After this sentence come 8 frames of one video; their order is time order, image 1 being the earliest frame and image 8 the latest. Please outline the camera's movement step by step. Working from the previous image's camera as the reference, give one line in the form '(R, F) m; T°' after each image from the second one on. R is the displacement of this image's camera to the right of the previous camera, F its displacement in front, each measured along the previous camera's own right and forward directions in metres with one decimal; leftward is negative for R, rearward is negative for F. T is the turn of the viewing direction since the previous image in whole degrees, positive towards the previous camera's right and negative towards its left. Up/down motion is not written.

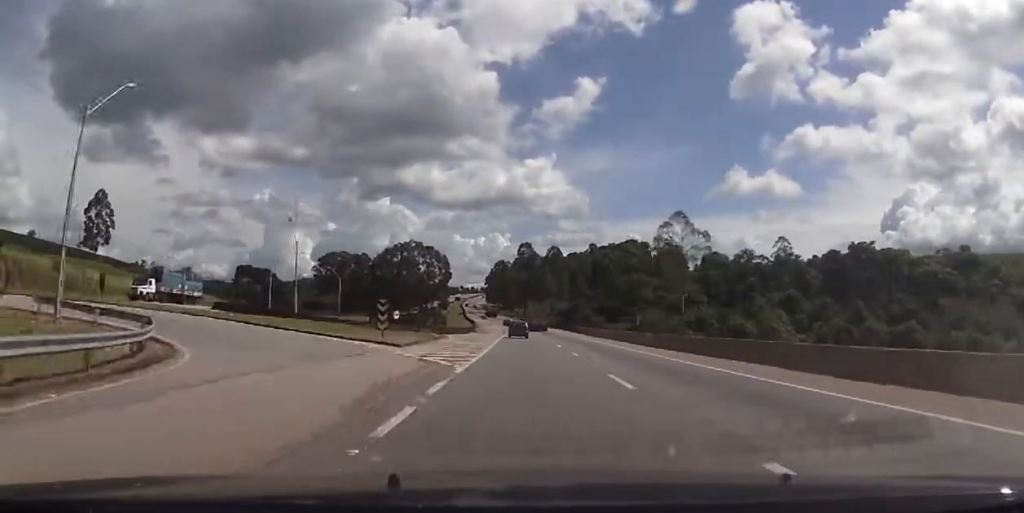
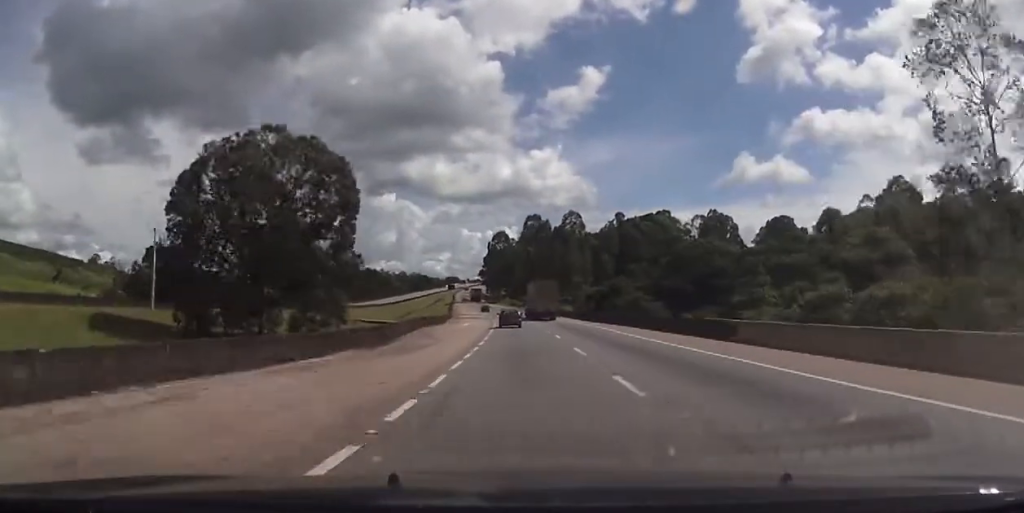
(-1.5, +72.5) m; -2°
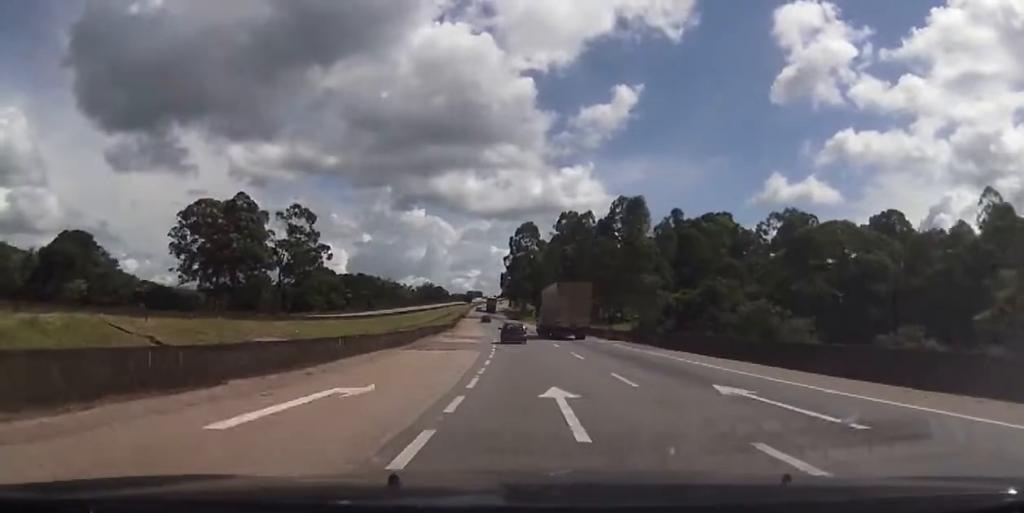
(-0.6, +53.7) m; -1°
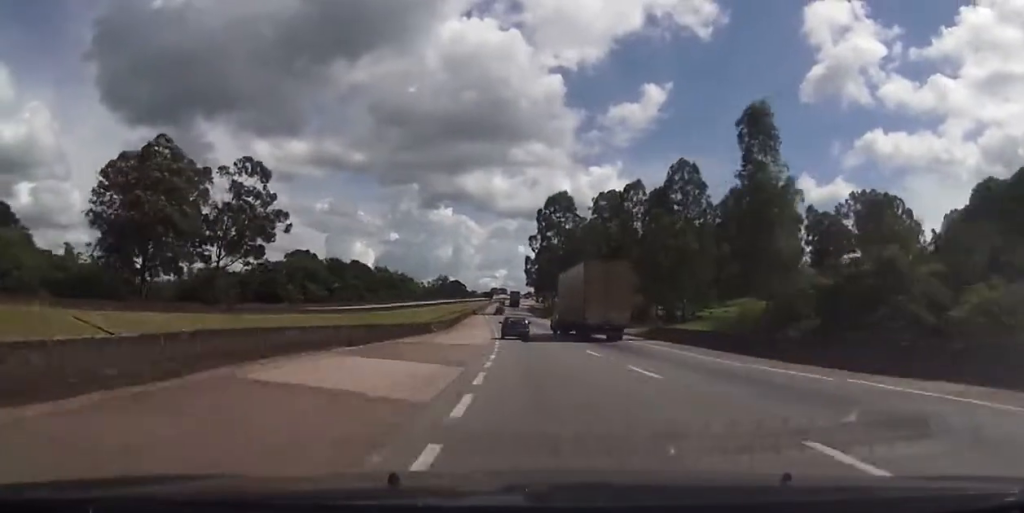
(-0.4, +36.4) m; -2°
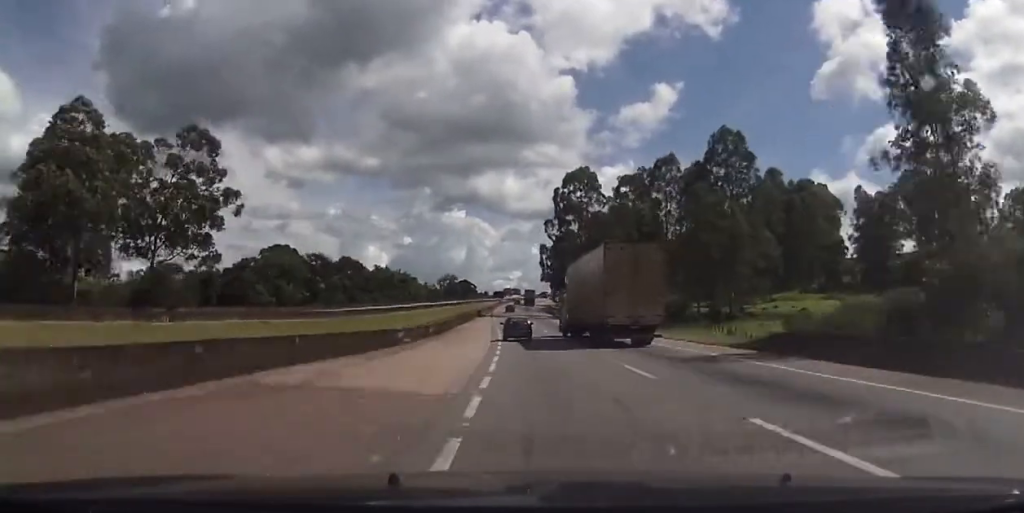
(-0.2, +20.7) m; -1°
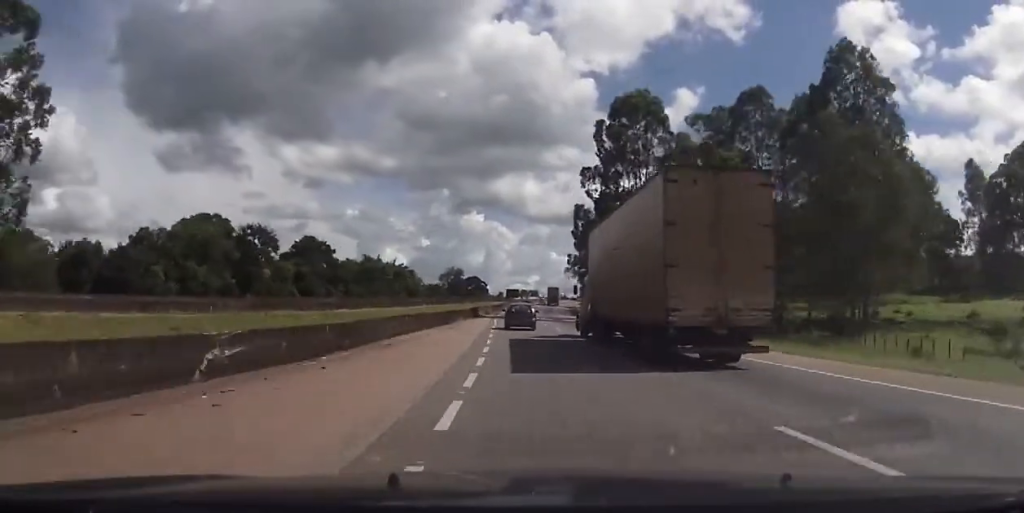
(-0.5, +36.9) m; -2°
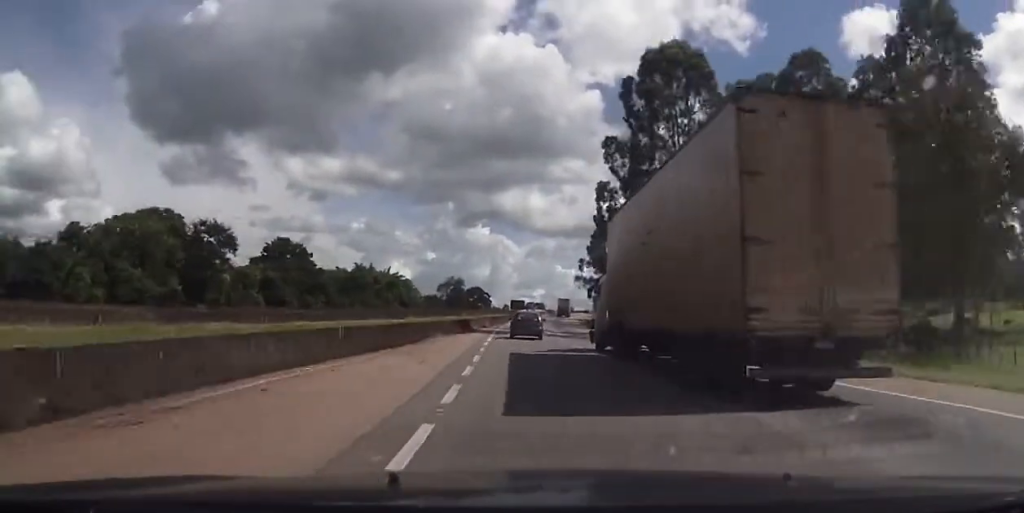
(-0.2, +14.9) m; 0°
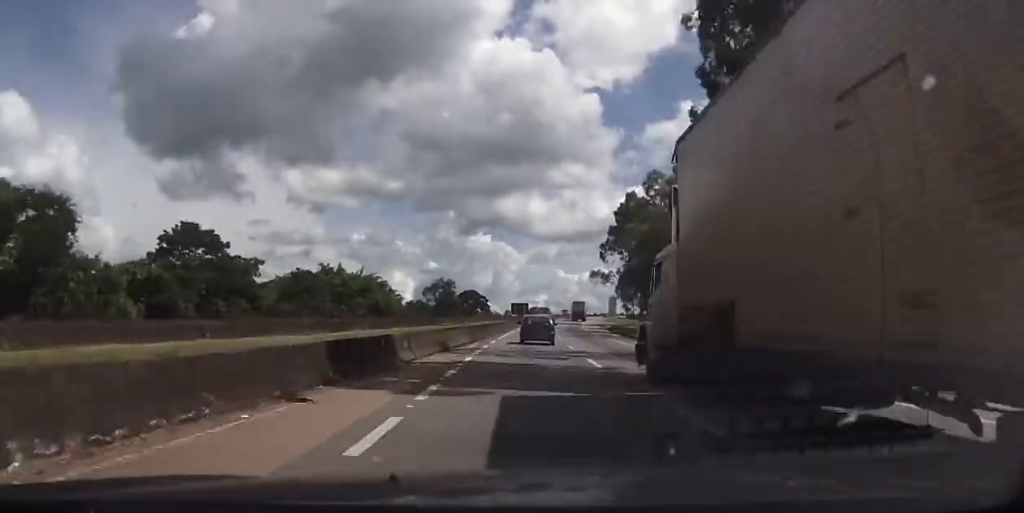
(-0.3, +29.5) m; -1°
